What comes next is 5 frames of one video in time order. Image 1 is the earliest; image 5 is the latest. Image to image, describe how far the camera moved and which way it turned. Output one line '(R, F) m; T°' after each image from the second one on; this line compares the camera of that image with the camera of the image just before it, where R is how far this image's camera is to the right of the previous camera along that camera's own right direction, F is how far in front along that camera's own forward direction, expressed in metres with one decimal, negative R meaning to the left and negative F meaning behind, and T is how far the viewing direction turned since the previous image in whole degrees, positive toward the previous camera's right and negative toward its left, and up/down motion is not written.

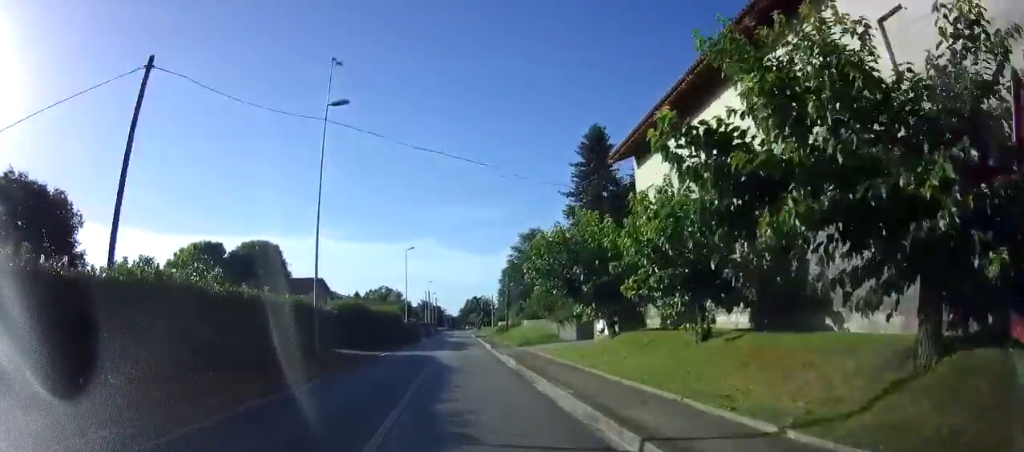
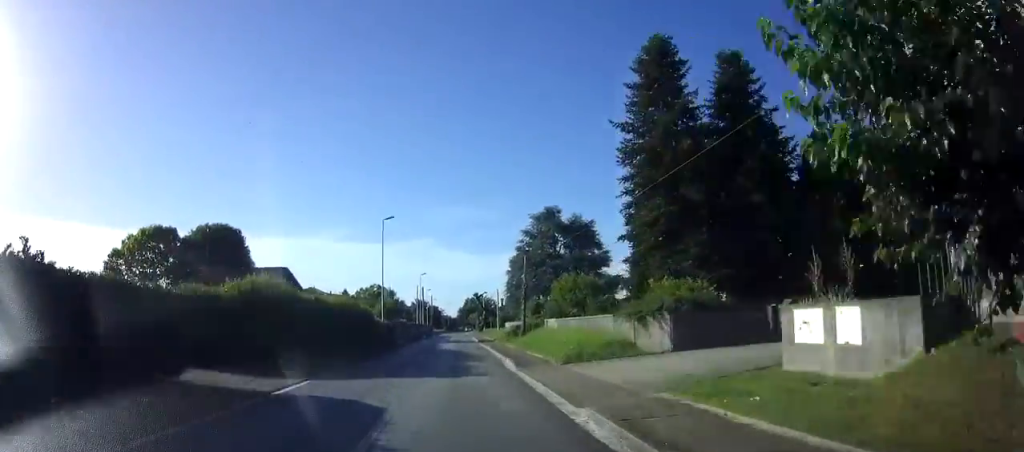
(-0.1, +16.4) m; 0°
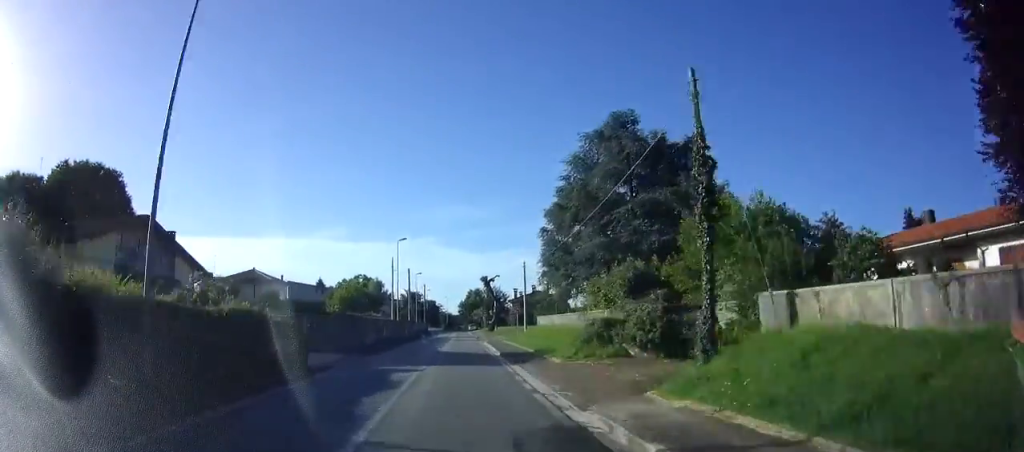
(+0.1, +29.4) m; 0°
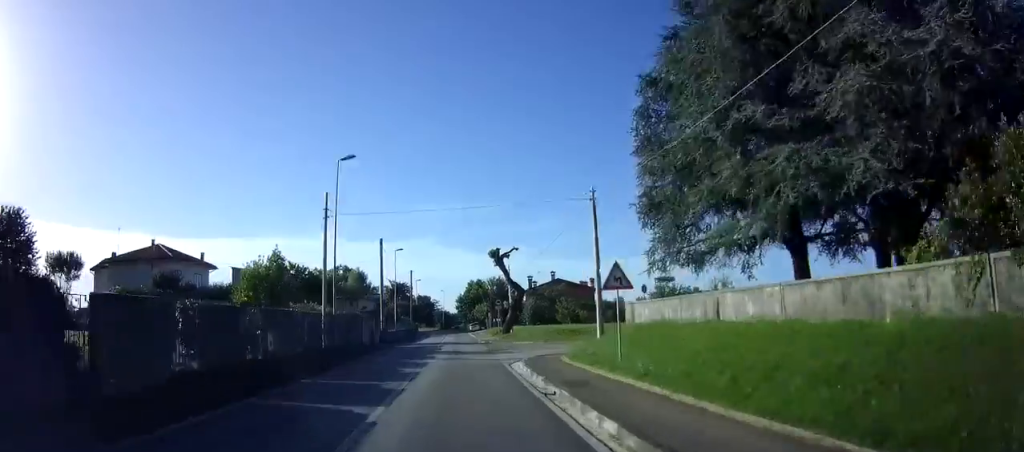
(-0.1, +24.6) m; 0°
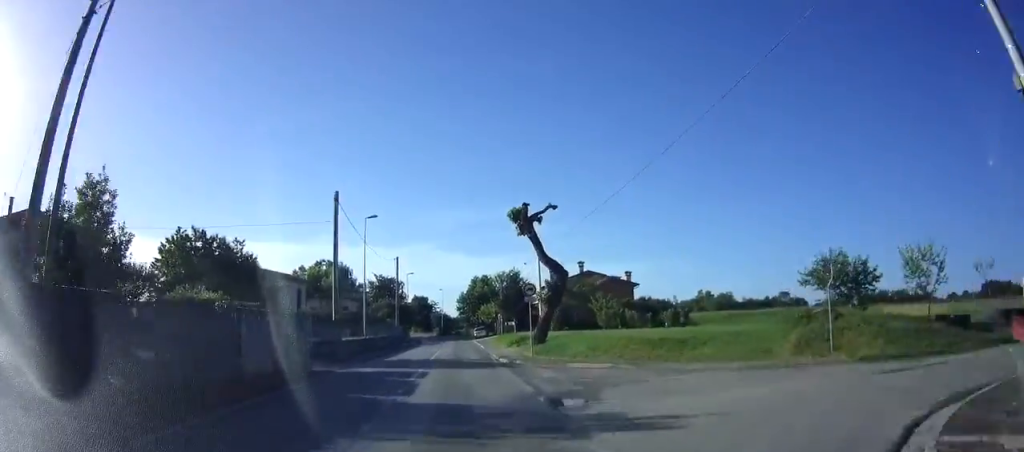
(0.0, +18.2) m; 0°
